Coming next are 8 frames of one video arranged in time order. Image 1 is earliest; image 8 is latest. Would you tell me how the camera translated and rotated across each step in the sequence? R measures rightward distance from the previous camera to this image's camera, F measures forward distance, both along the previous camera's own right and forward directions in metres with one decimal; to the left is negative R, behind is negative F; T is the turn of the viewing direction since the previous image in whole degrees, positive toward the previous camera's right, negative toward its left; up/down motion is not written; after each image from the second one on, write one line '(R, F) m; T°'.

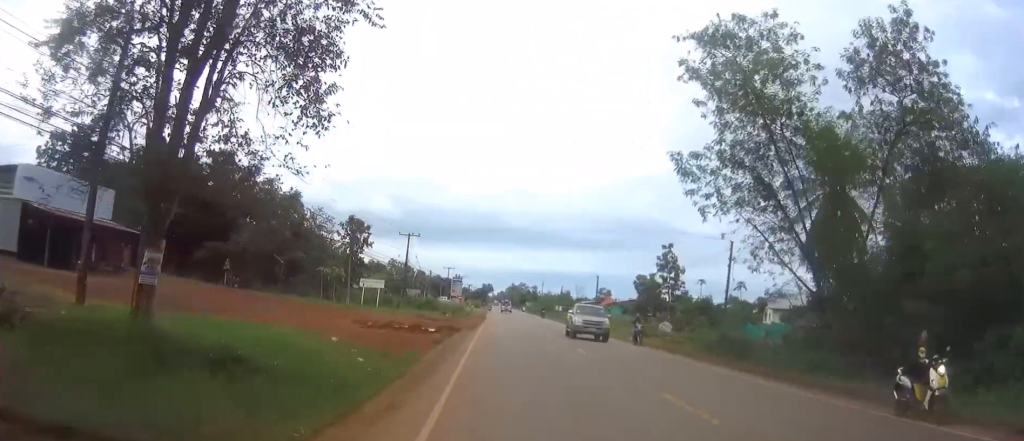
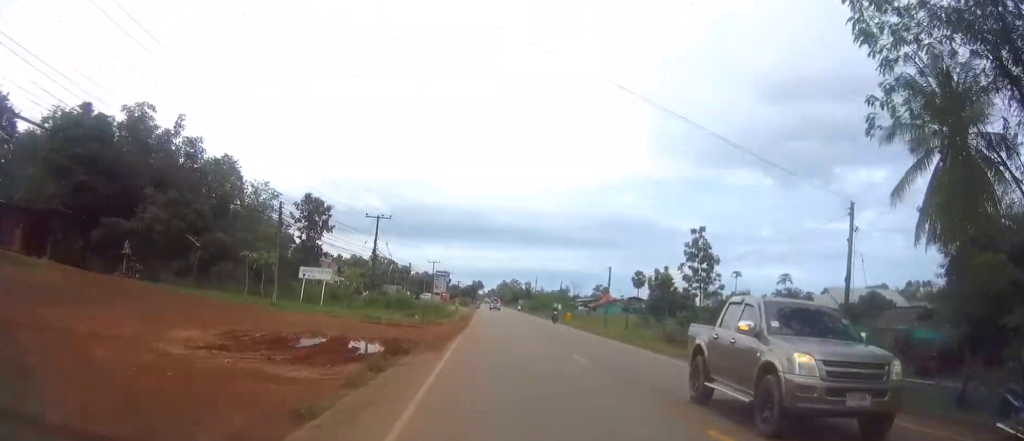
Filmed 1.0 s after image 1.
(-0.1, +15.5) m; 0°
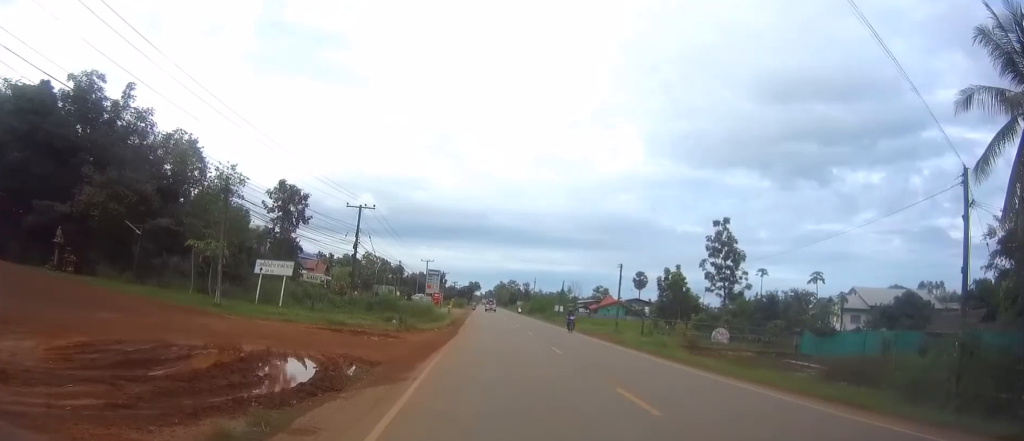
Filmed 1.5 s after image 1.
(0.0, +7.5) m; 0°
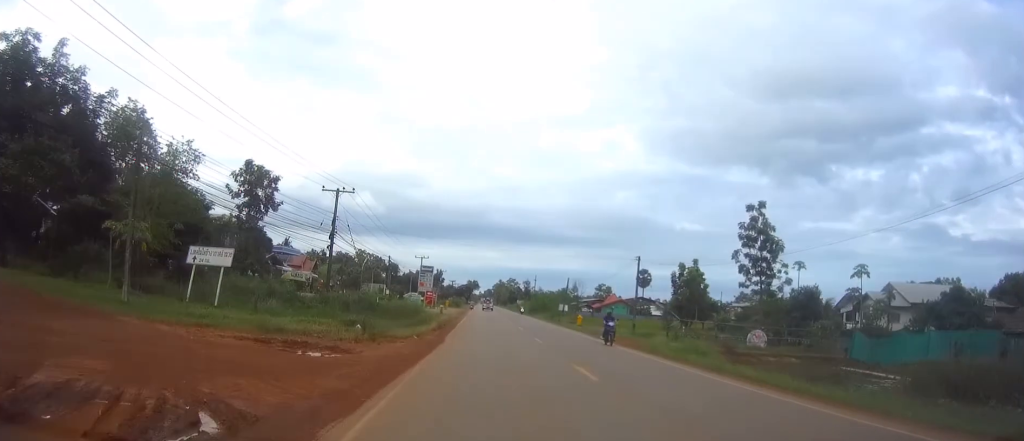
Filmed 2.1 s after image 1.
(0.0, +8.1) m; 0°
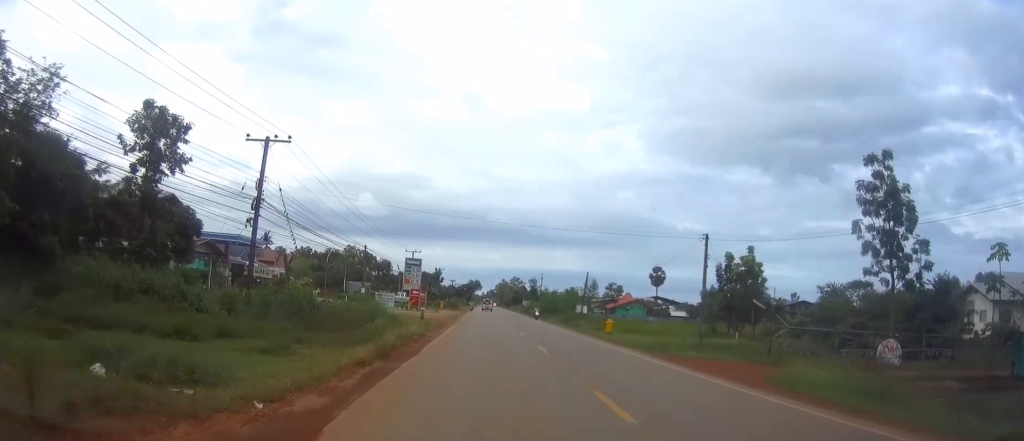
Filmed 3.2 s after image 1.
(0.0, +17.2) m; 0°
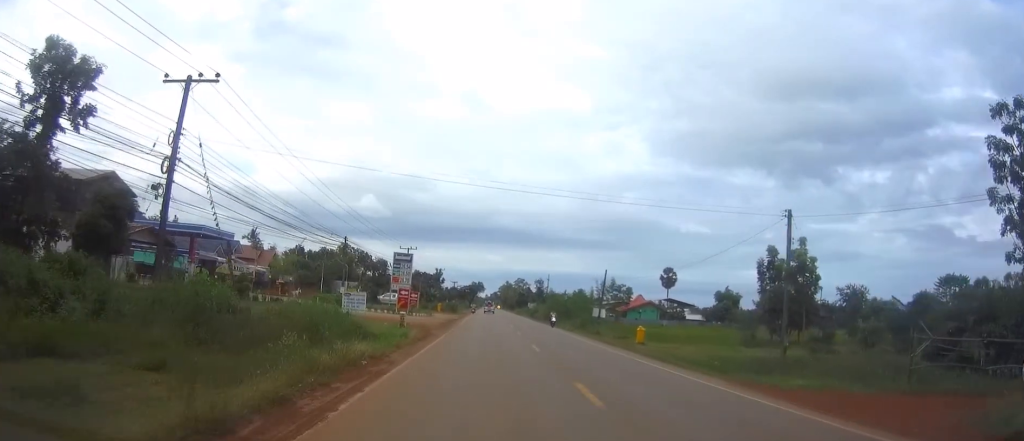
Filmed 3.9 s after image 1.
(0.0, +10.6) m; 0°
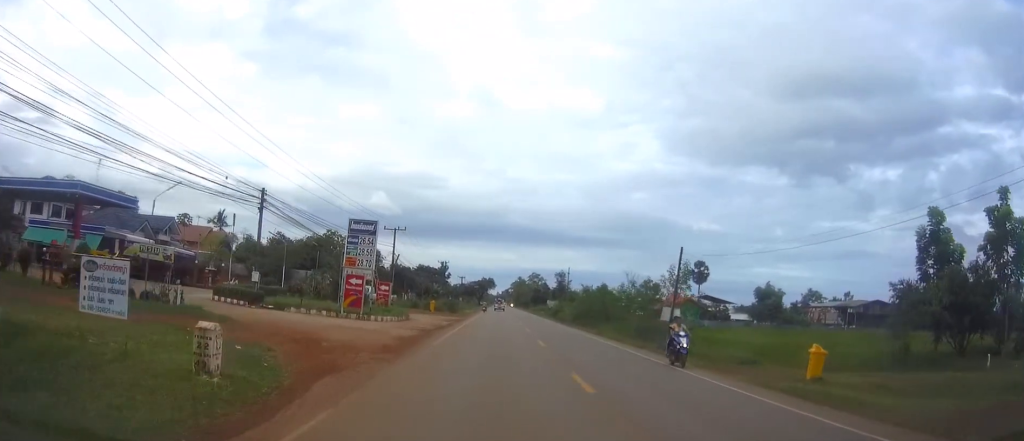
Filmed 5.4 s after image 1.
(-0.2, +23.4) m; -1°
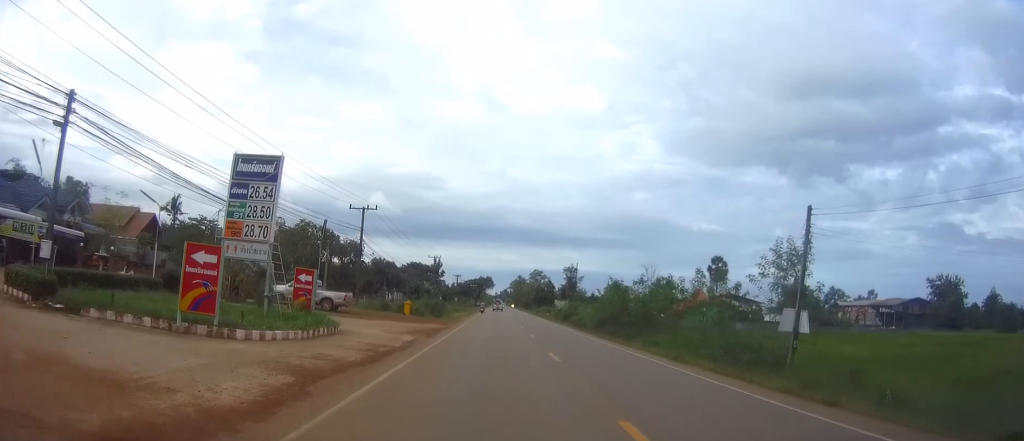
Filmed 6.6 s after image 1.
(-0.1, +17.4) m; 0°
